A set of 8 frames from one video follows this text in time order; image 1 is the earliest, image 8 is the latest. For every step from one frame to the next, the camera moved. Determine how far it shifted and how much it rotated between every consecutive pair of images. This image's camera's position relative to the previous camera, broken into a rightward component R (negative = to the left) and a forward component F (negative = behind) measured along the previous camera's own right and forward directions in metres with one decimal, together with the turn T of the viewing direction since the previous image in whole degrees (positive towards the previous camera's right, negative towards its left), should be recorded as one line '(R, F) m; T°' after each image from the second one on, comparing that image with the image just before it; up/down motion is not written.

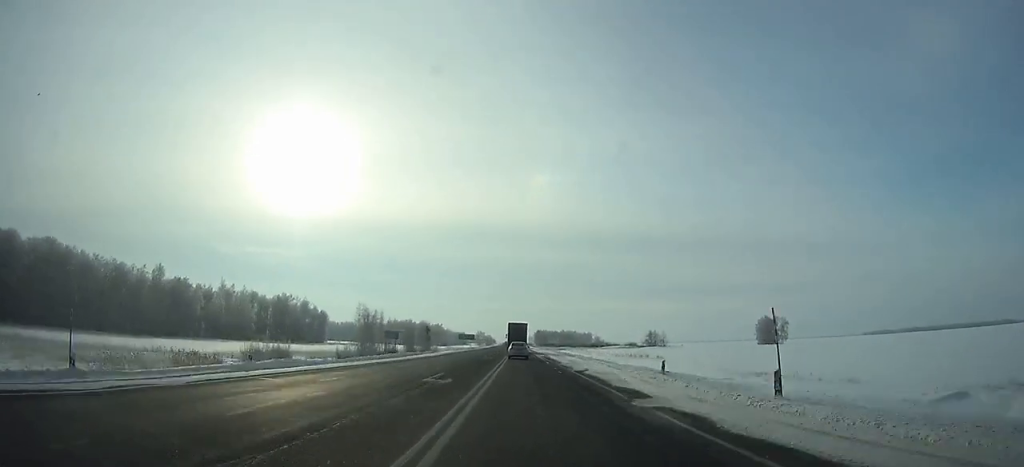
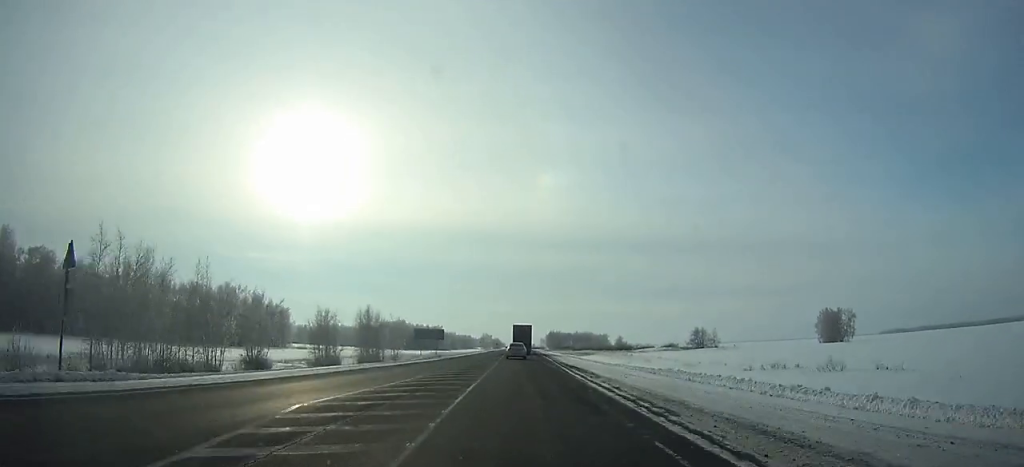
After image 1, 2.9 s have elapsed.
(-0.4, +63.5) m; 0°
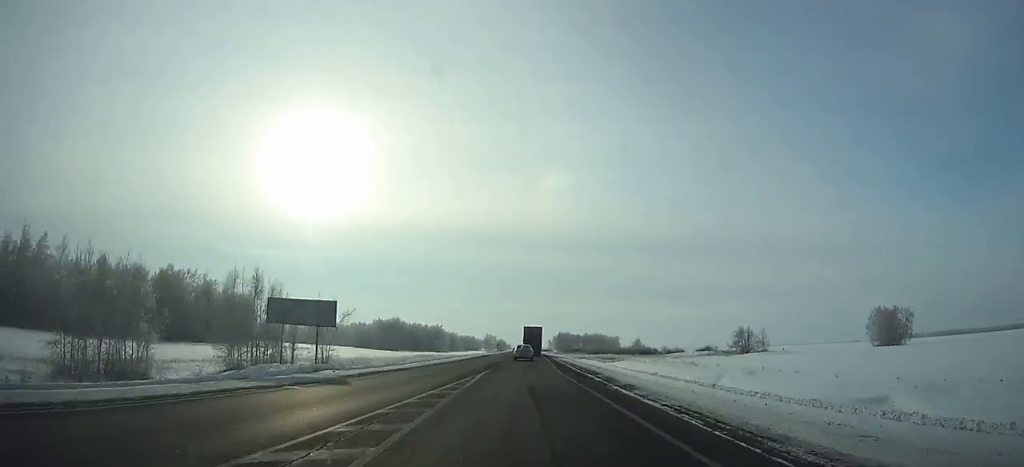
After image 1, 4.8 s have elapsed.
(+0.1, +41.6) m; 0°
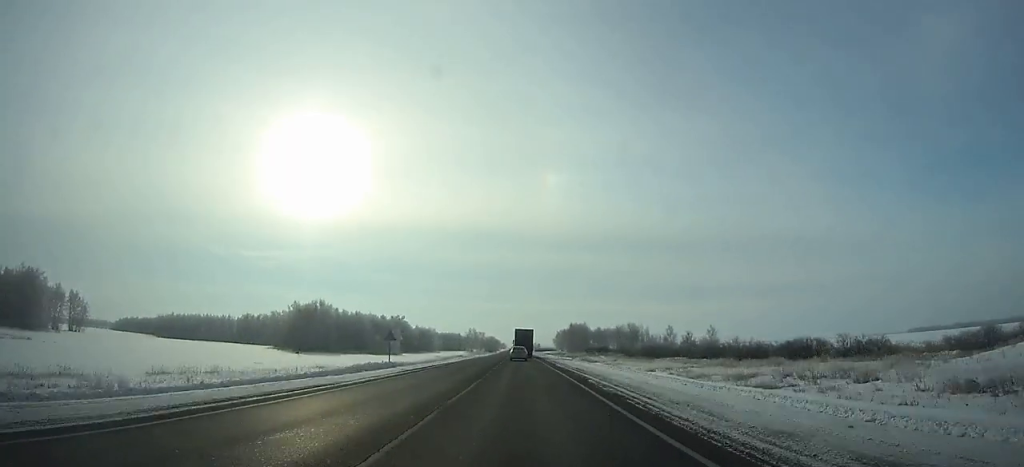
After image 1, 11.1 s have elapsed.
(-0.2, +138.2) m; 0°
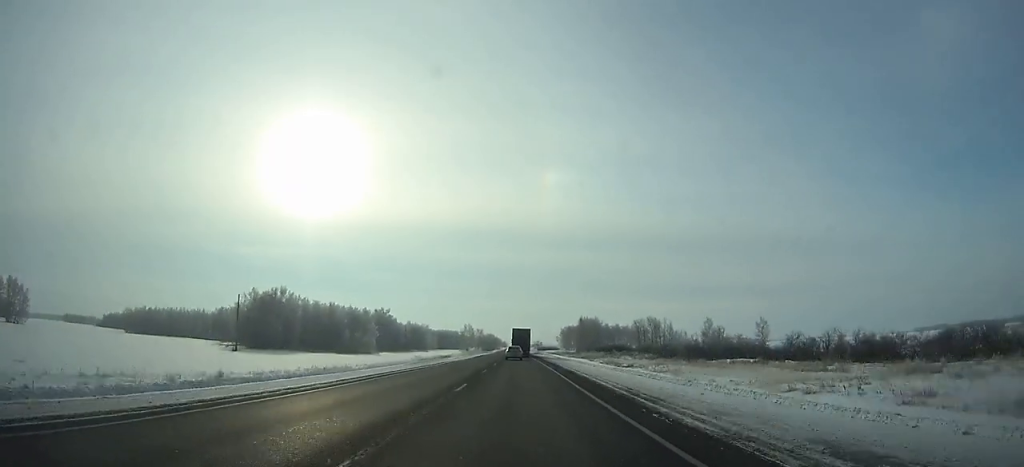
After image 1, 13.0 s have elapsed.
(+0.1, +41.8) m; 0°
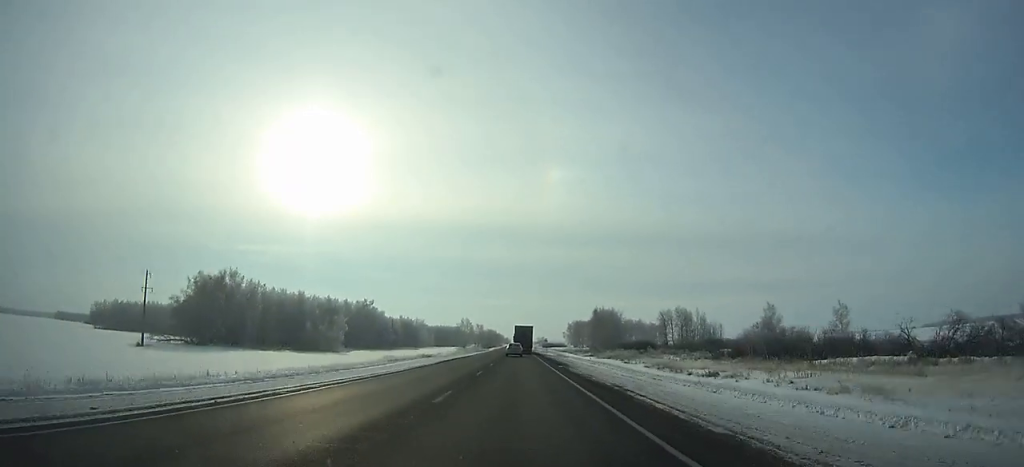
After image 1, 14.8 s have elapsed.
(-0.1, +39.6) m; 0°
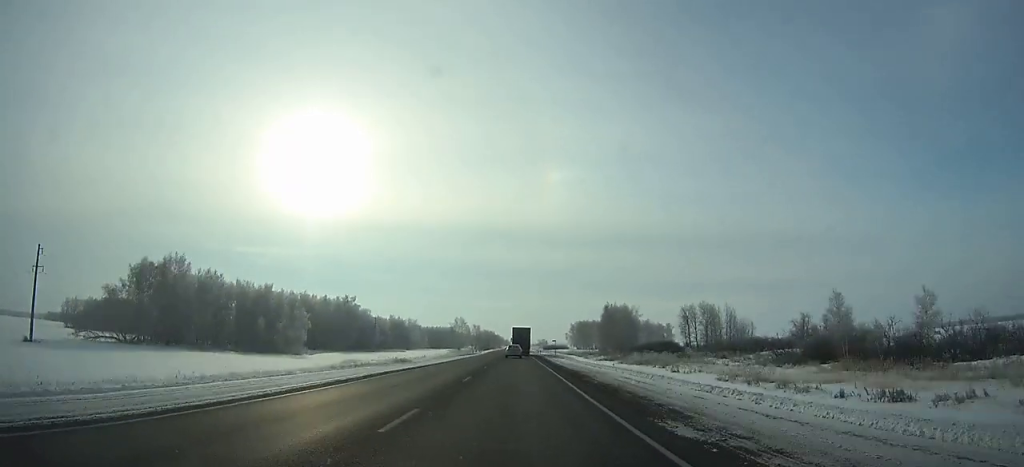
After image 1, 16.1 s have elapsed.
(0.0, +28.7) m; 0°
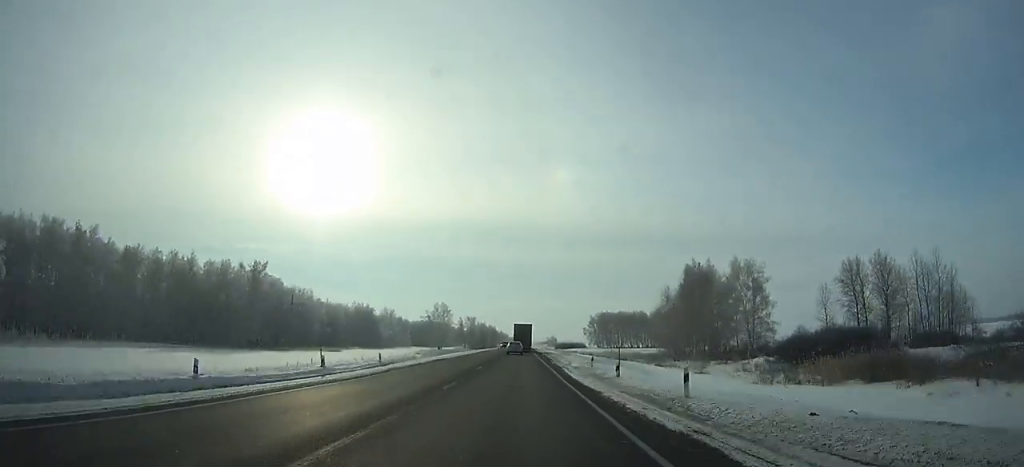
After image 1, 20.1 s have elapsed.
(-0.7, +89.1) m; -1°
